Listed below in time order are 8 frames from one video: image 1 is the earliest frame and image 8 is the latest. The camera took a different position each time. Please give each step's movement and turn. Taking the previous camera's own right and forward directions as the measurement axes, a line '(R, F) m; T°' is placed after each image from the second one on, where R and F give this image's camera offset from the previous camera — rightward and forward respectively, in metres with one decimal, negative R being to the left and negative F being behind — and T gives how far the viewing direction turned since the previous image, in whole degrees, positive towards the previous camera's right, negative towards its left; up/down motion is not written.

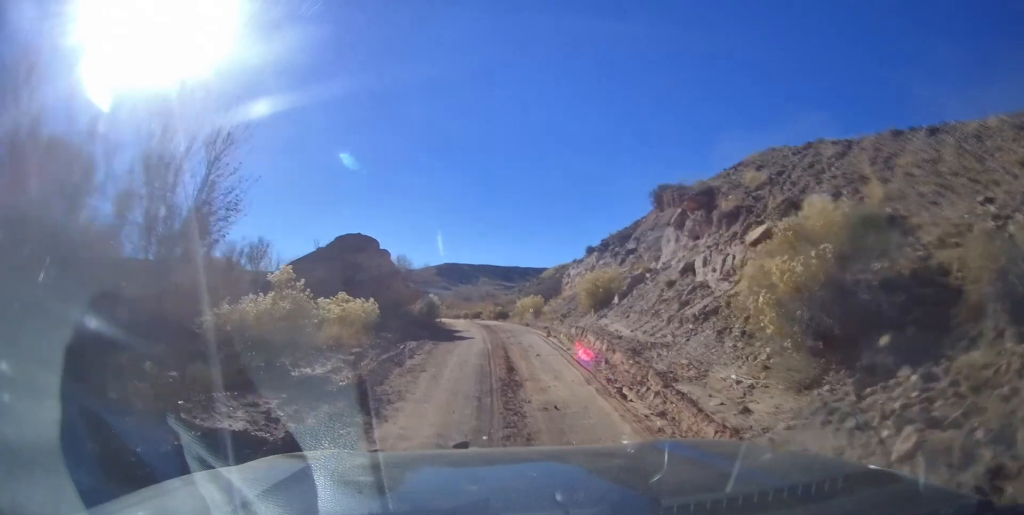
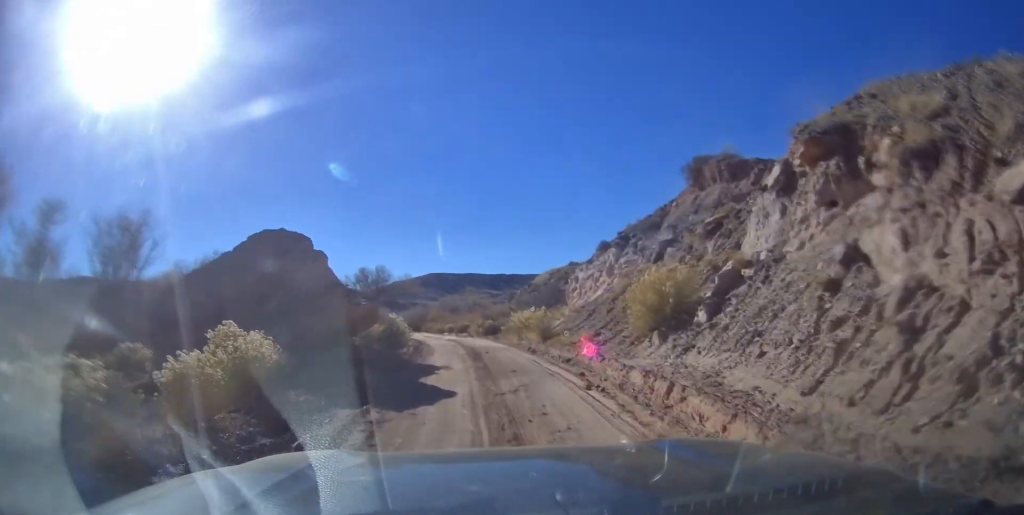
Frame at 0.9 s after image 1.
(+0.4, +6.6) m; +2°
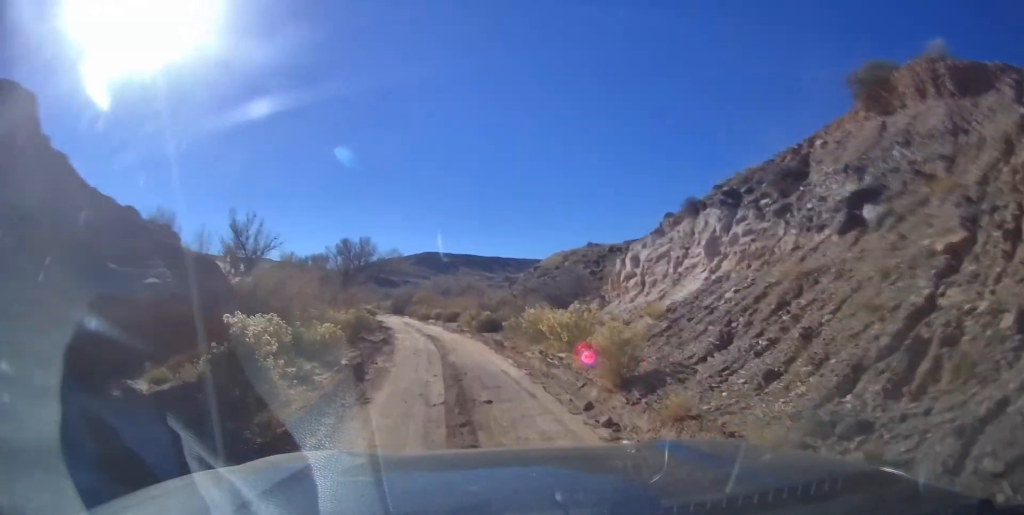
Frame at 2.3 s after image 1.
(+0.4, +10.2) m; +2°
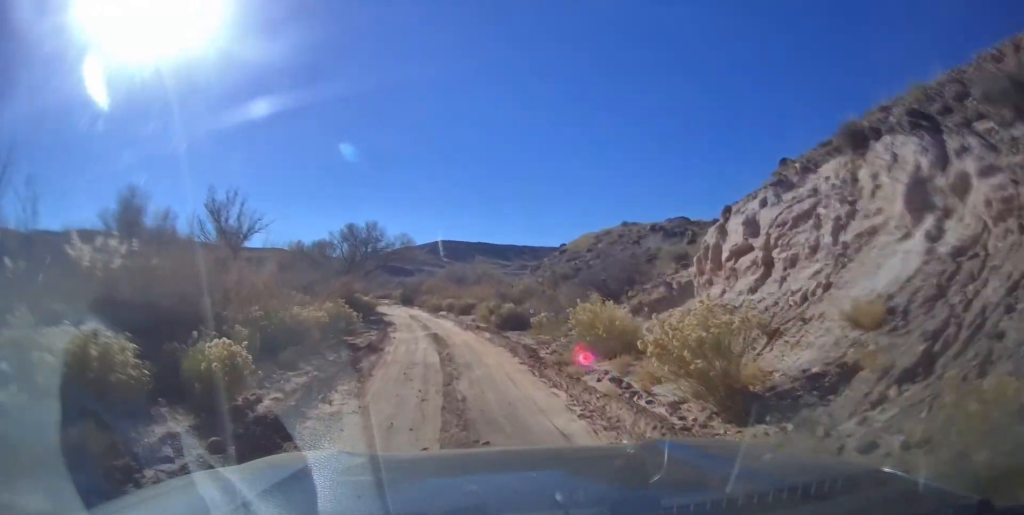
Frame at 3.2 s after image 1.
(0.0, +6.7) m; -1°
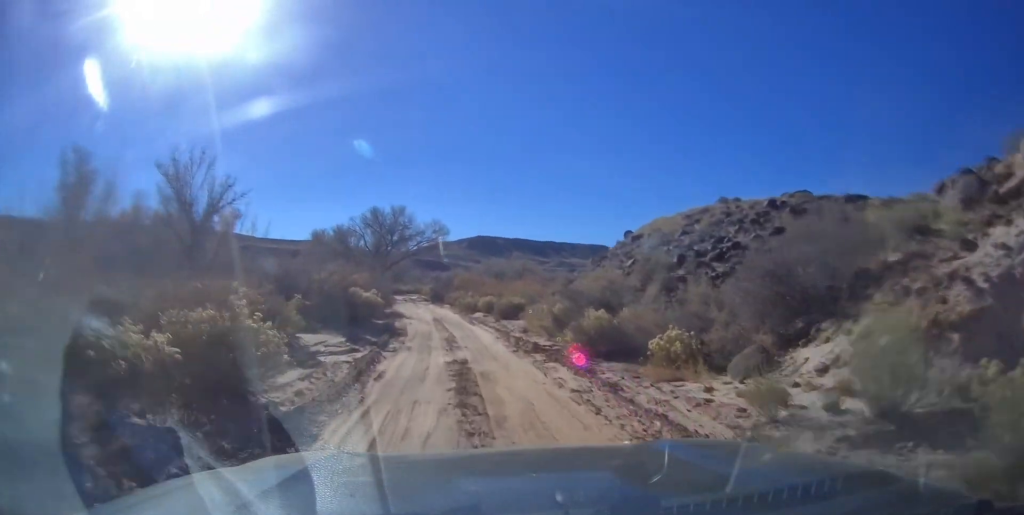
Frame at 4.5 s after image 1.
(0.0, +10.4) m; -1°
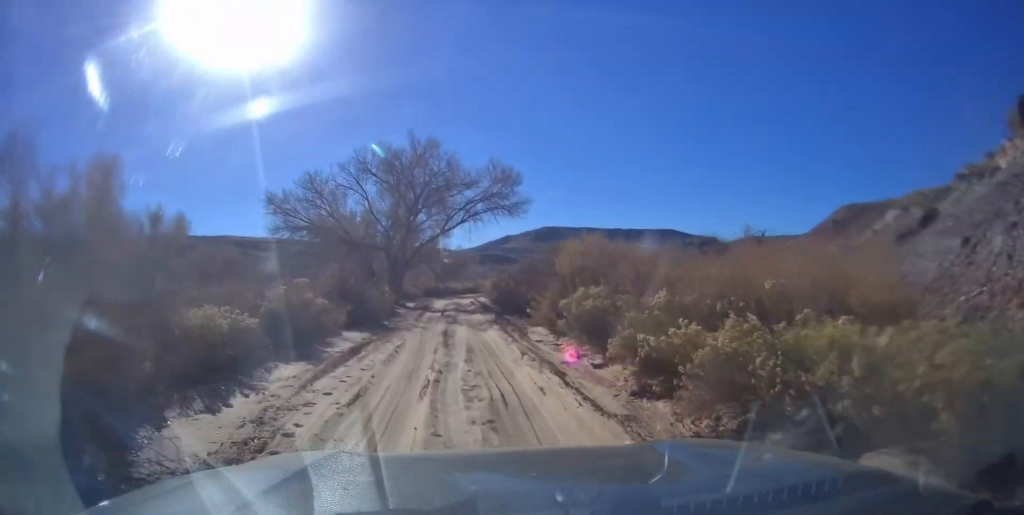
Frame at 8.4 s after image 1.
(-1.5, +31.8) m; -5°
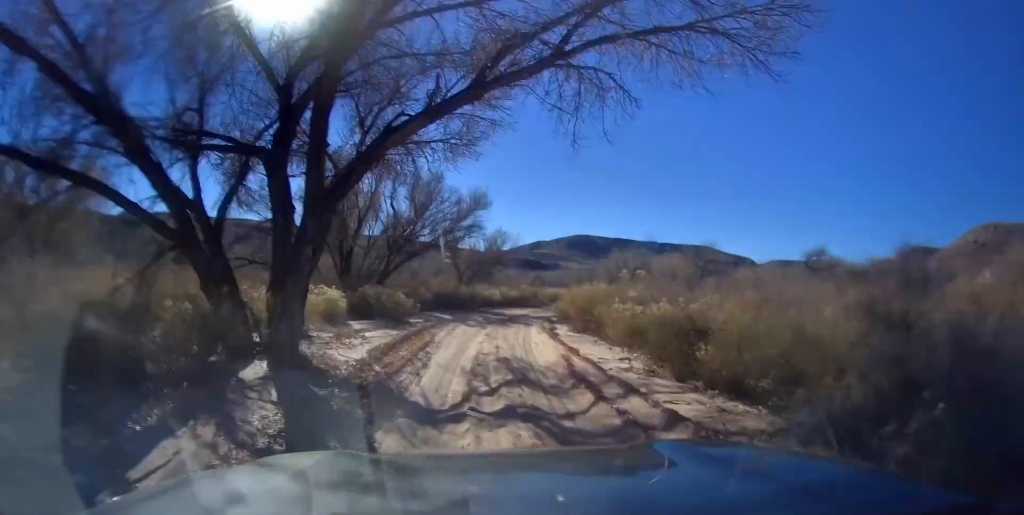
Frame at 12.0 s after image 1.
(-1.6, +30.4) m; -4°
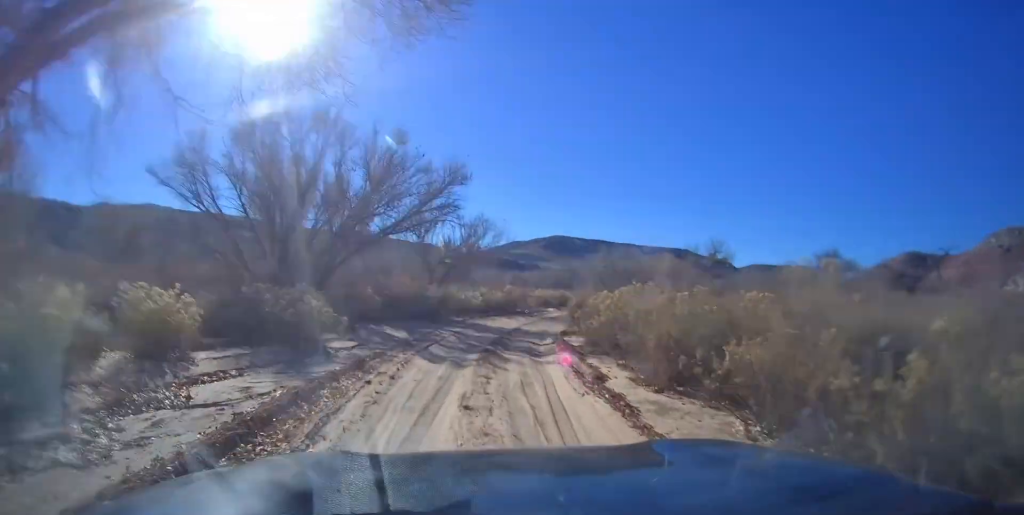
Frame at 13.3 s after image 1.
(+0.2, +10.8) m; +2°
